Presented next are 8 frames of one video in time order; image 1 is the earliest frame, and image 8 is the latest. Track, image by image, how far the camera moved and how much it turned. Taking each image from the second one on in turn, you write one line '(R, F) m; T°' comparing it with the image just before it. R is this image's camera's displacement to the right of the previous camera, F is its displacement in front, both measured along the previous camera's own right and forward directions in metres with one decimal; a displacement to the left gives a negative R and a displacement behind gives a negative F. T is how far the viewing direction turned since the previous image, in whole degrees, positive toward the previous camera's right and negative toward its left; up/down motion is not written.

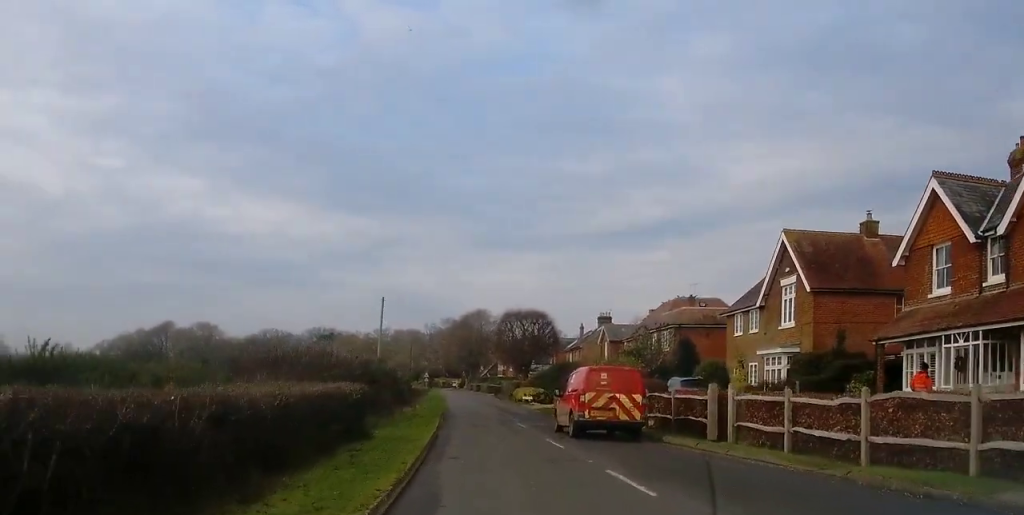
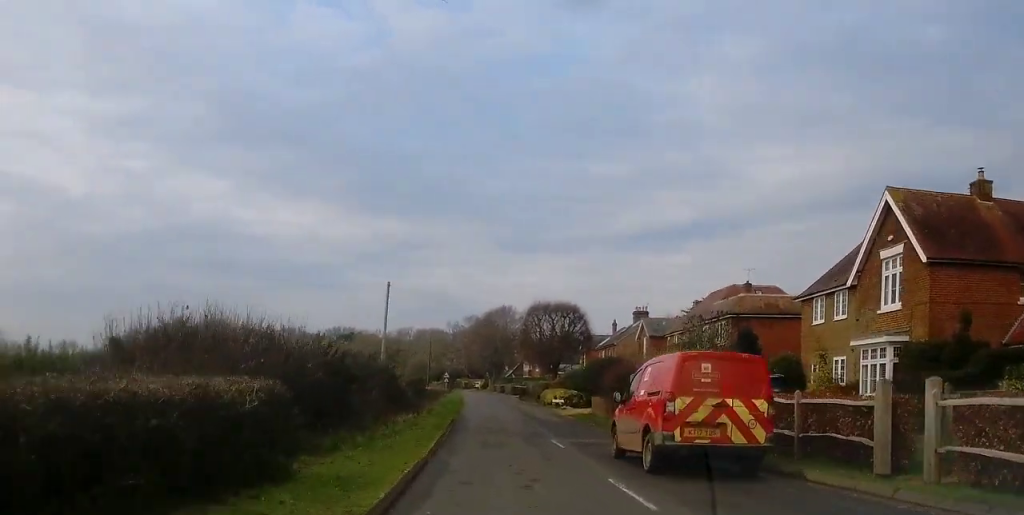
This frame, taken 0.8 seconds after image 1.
(-0.5, +8.2) m; -2°
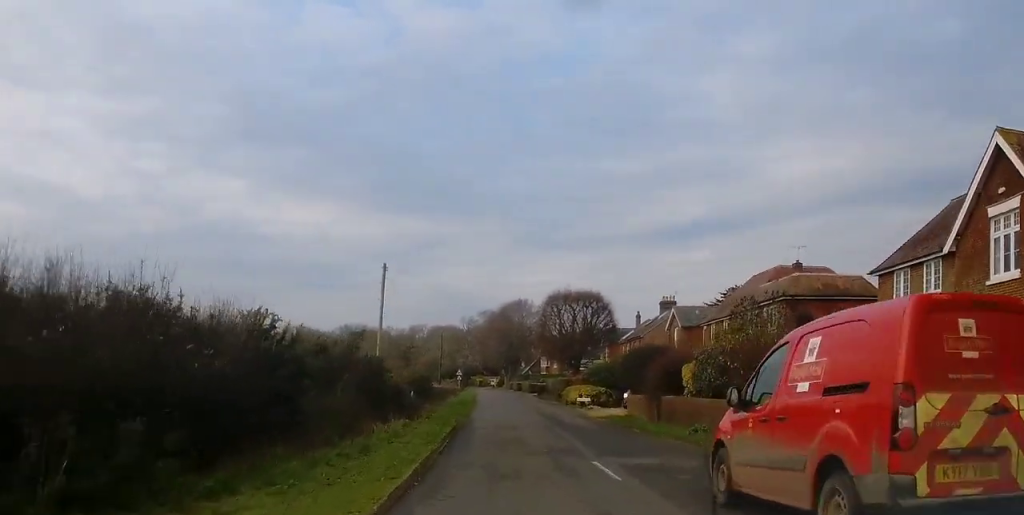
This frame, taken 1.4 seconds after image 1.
(0.0, +6.6) m; -1°
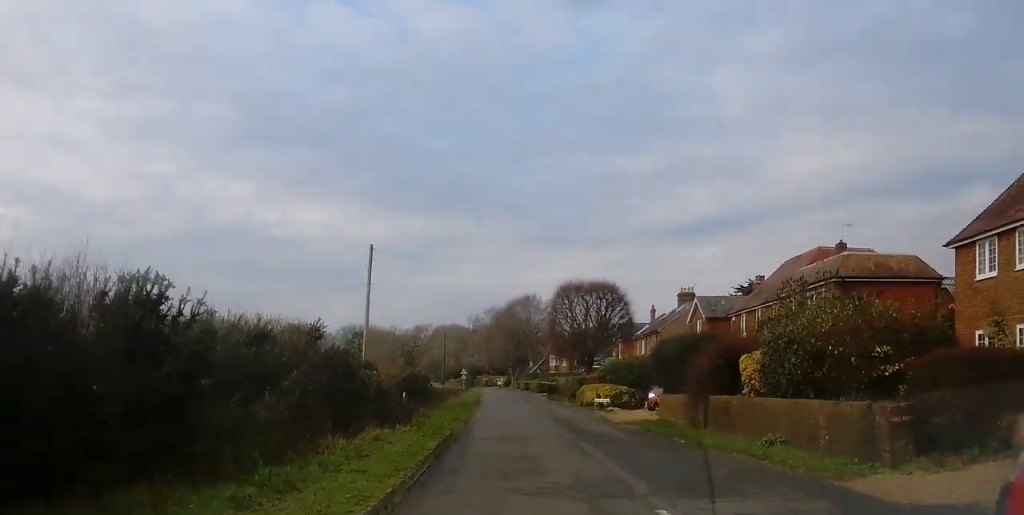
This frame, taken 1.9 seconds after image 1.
(+0.1, +5.3) m; -1°
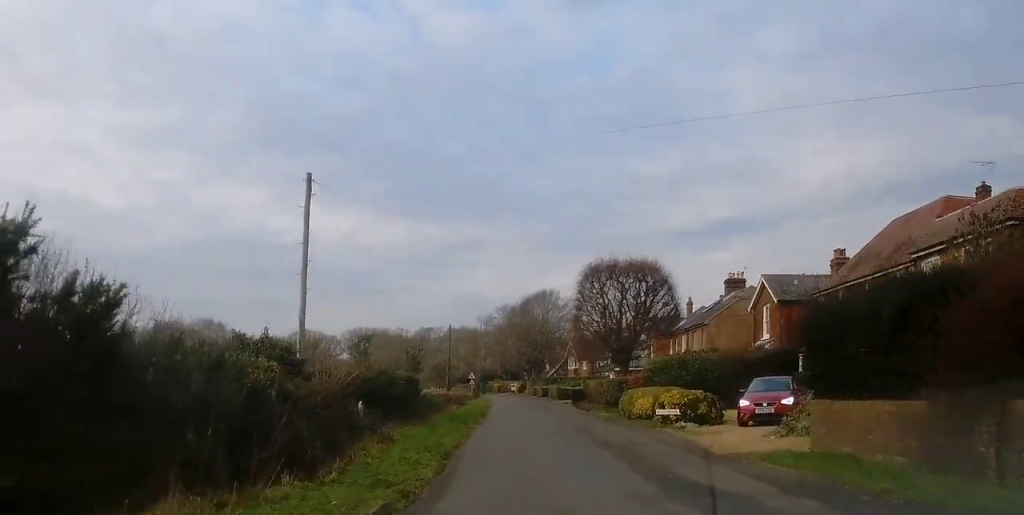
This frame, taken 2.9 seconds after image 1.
(-0.3, +12.2) m; 0°
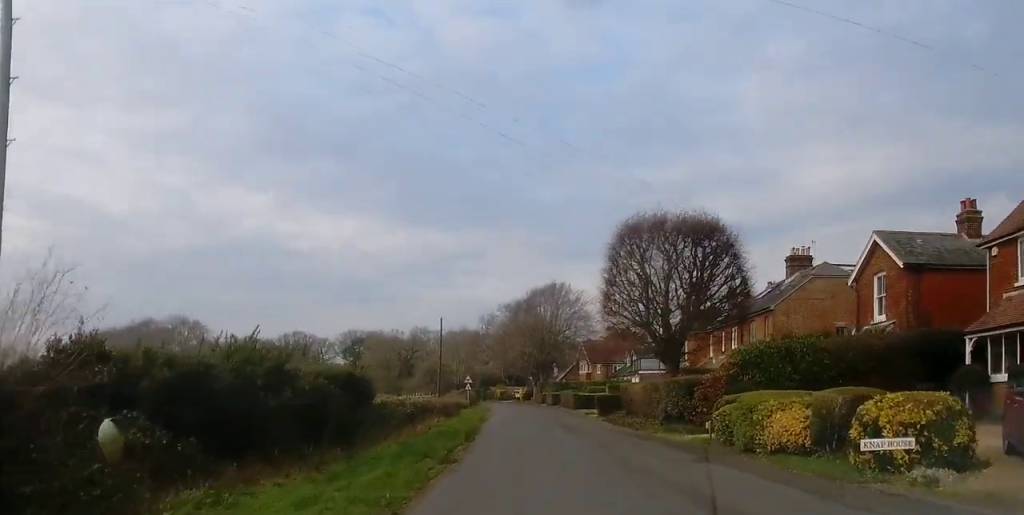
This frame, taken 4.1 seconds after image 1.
(+0.4, +14.1) m; +1°
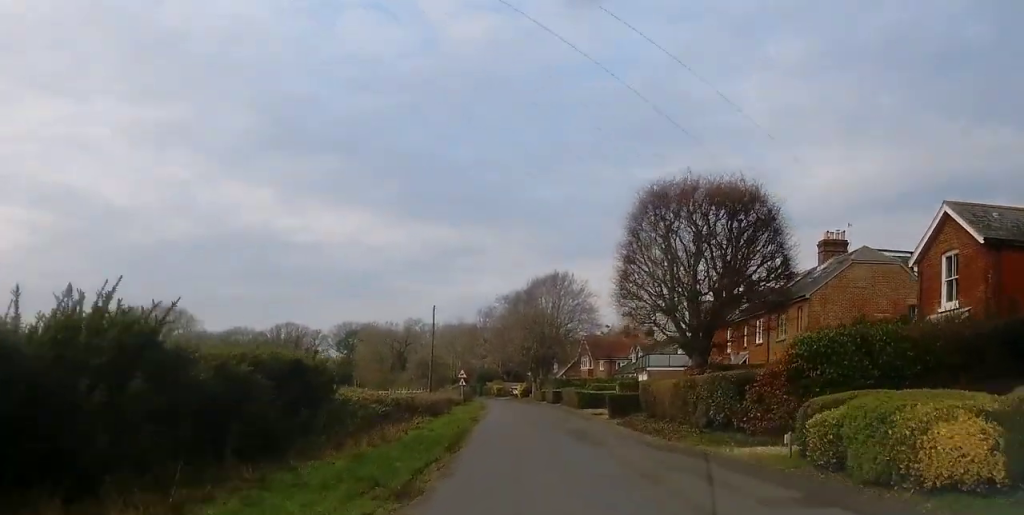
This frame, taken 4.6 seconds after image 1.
(0.0, +5.5) m; -1°
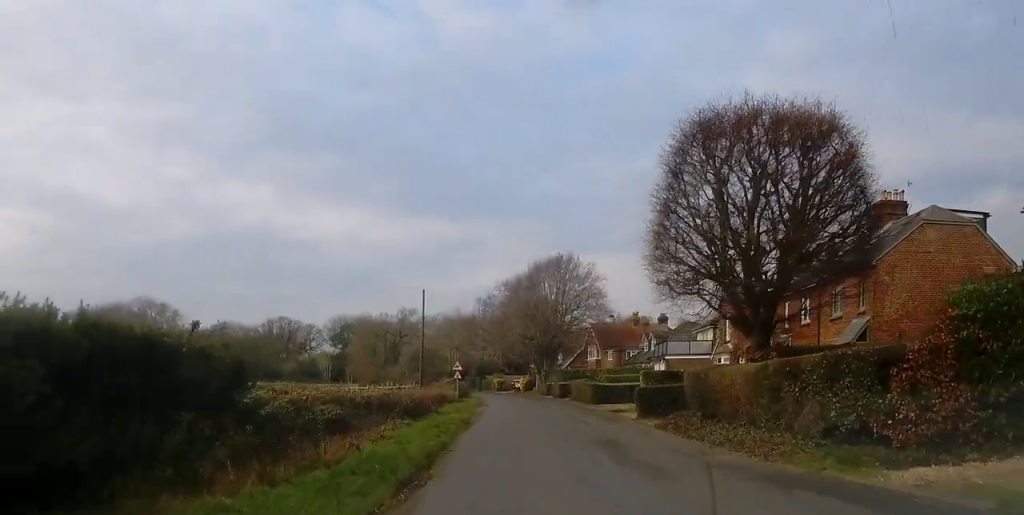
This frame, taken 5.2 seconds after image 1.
(-0.1, +7.3) m; -1°
